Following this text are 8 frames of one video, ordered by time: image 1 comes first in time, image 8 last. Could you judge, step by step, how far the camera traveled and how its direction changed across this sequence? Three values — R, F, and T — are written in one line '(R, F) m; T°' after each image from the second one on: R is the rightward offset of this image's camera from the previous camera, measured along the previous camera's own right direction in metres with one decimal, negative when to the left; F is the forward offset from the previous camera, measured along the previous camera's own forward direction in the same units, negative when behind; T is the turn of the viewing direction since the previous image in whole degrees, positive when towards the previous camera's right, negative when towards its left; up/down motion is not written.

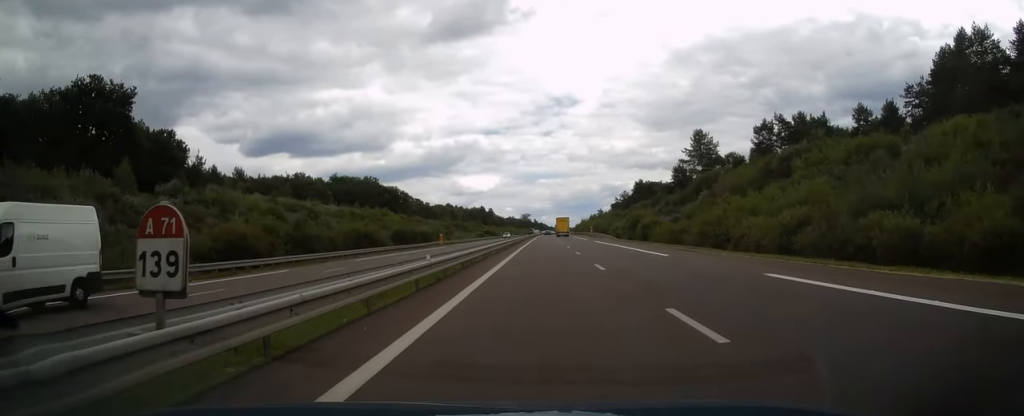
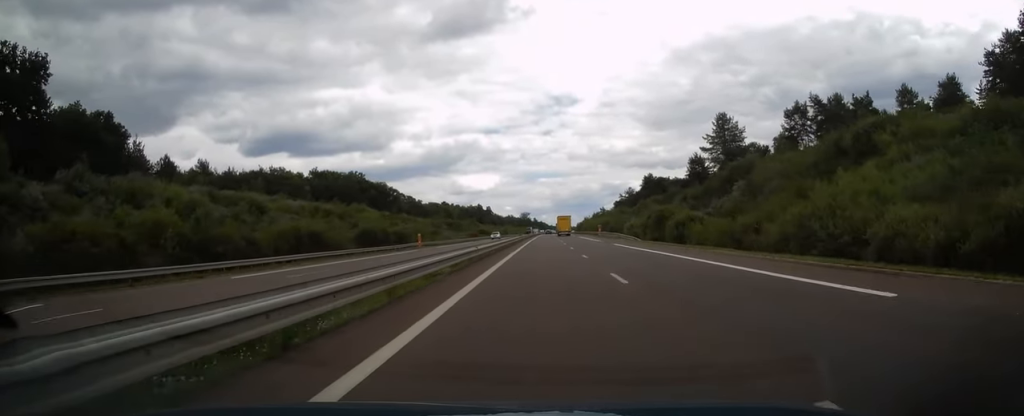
(0.0, +18.5) m; 0°
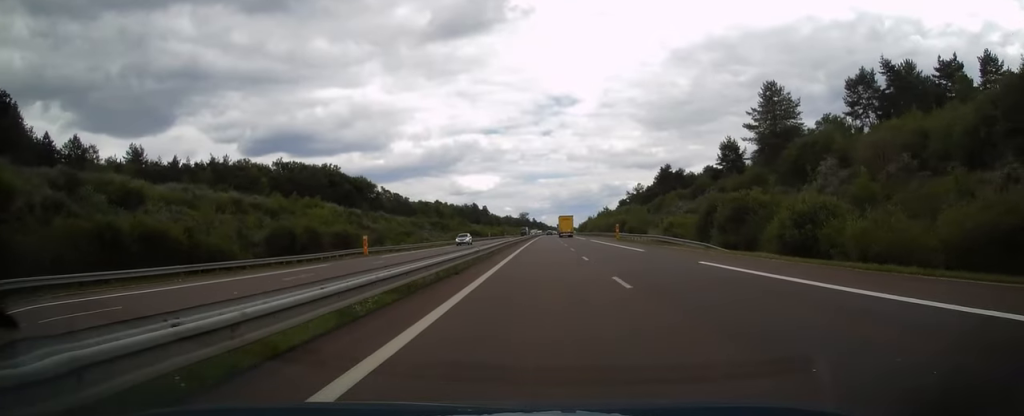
(+0.1, +26.8) m; 0°
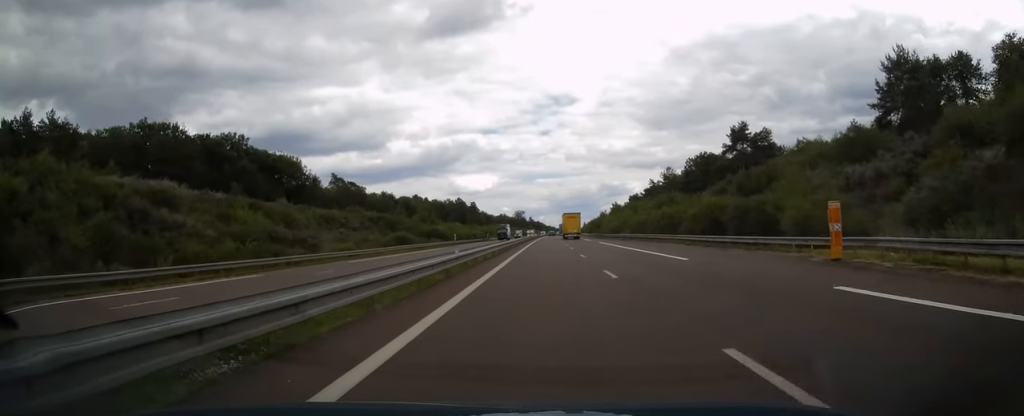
(-0.4, +62.2) m; 0°
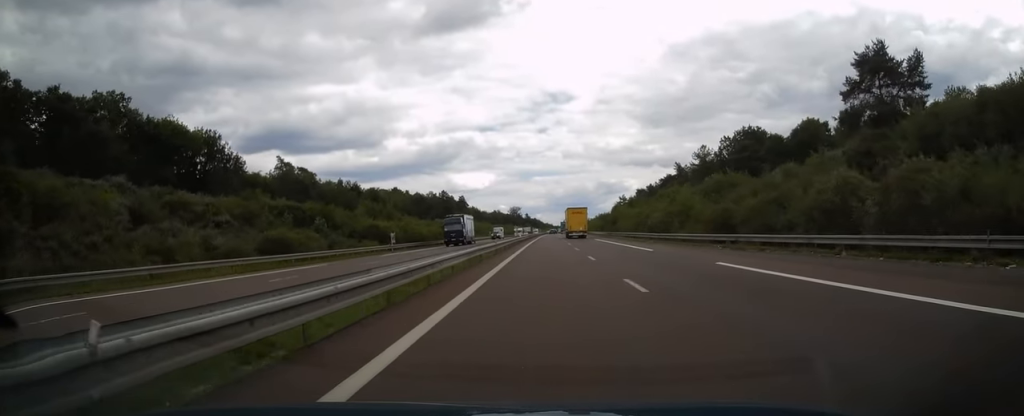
(+0.2, +43.2) m; +1°
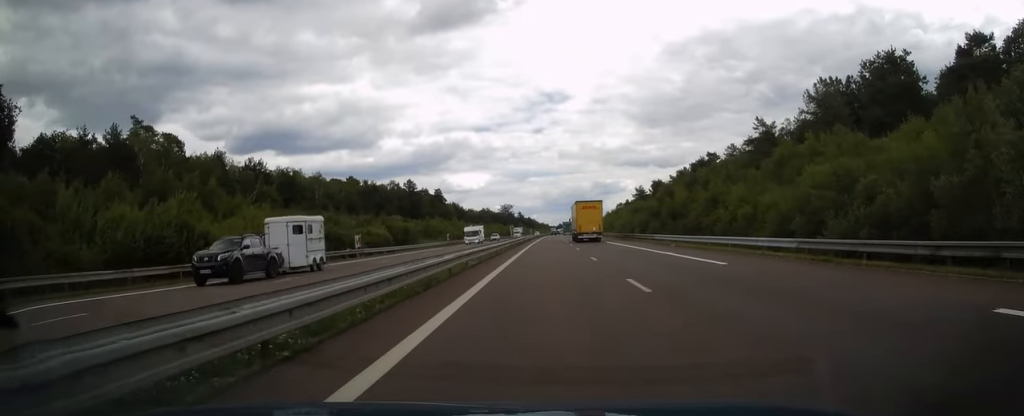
(+0.2, +66.0) m; 0°
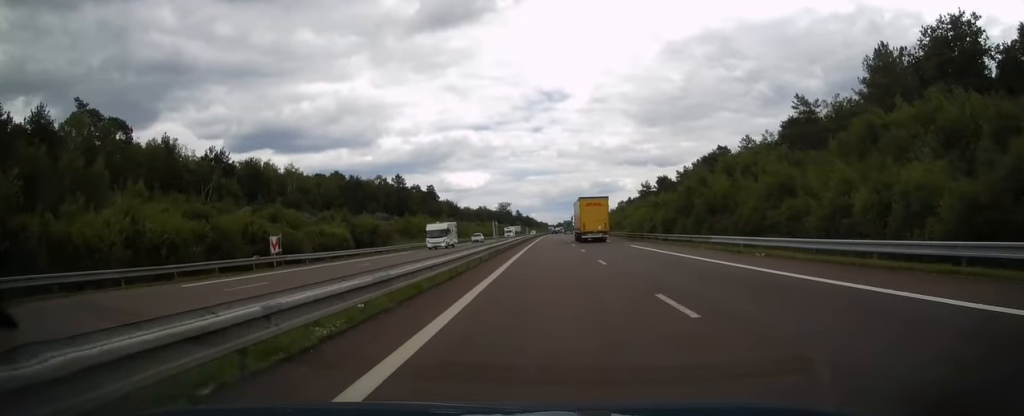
(0.0, +16.8) m; 0°
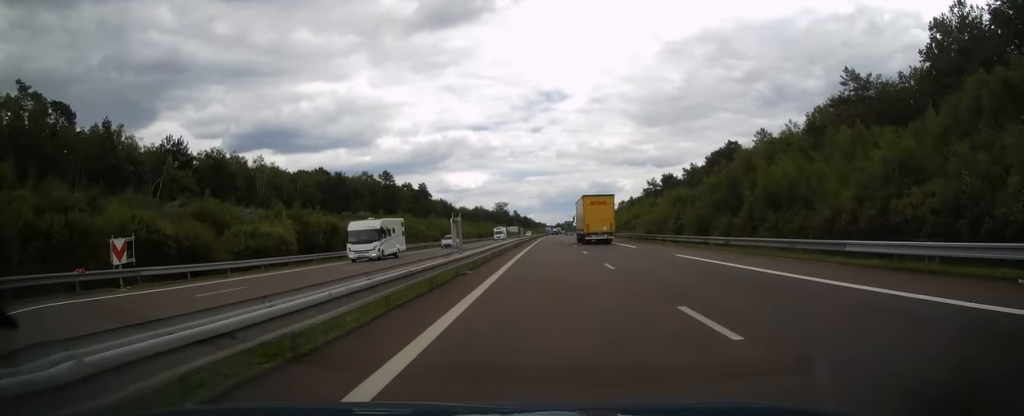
(0.0, +15.0) m; 0°
